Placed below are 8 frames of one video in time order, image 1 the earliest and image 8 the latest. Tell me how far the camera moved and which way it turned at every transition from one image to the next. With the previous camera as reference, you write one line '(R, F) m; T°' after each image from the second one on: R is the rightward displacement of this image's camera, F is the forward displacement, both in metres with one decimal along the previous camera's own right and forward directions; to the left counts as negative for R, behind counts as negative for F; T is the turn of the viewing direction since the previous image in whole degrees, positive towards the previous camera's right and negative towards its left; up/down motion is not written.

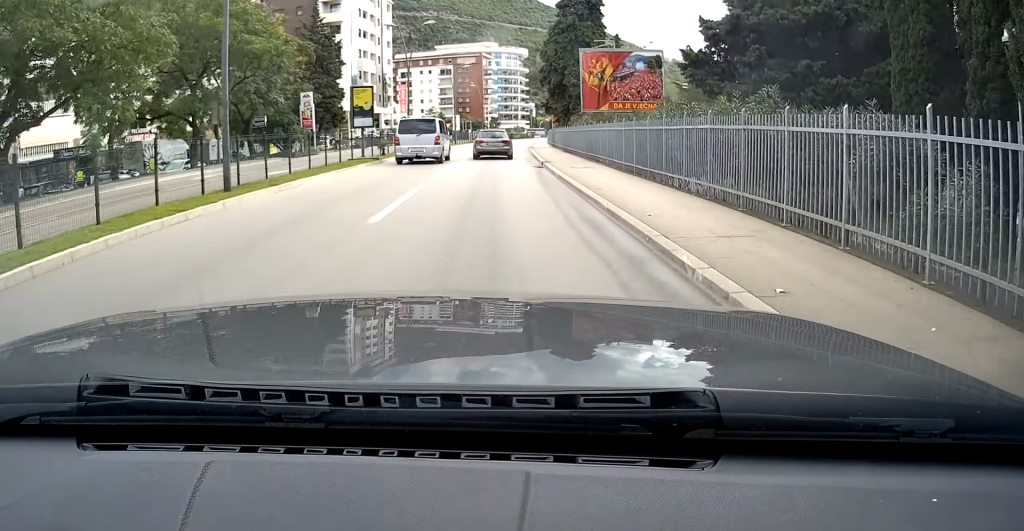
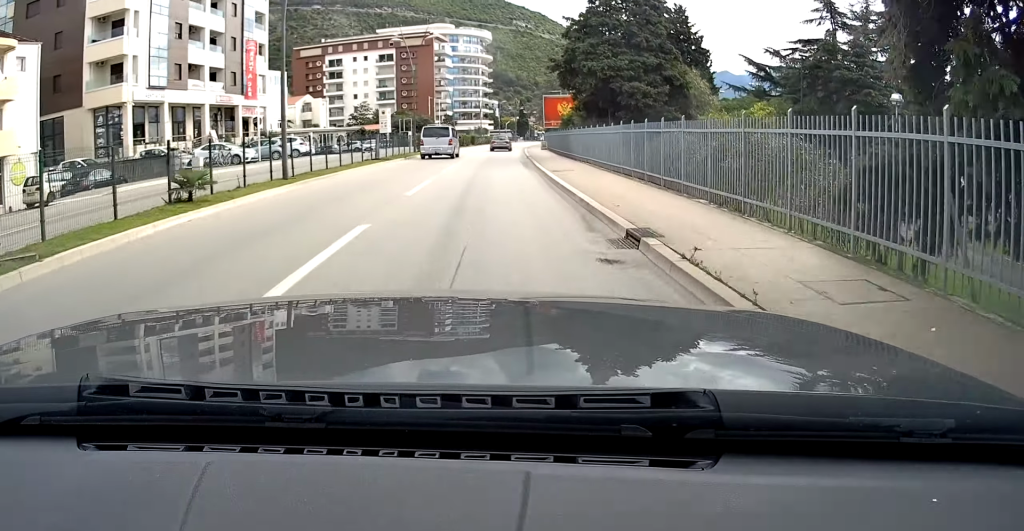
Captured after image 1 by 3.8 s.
(+0.7, +45.4) m; +3°
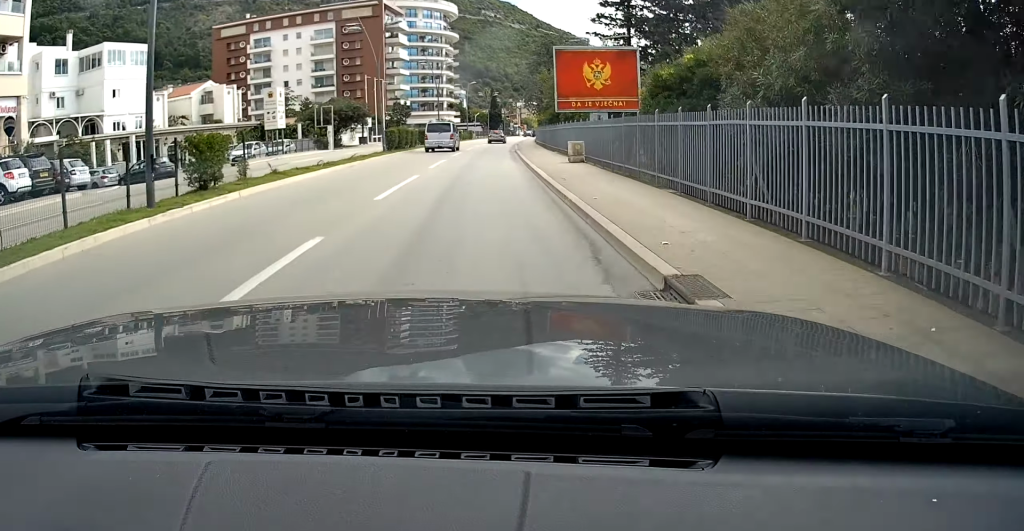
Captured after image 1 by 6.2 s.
(+0.9, +31.9) m; +3°
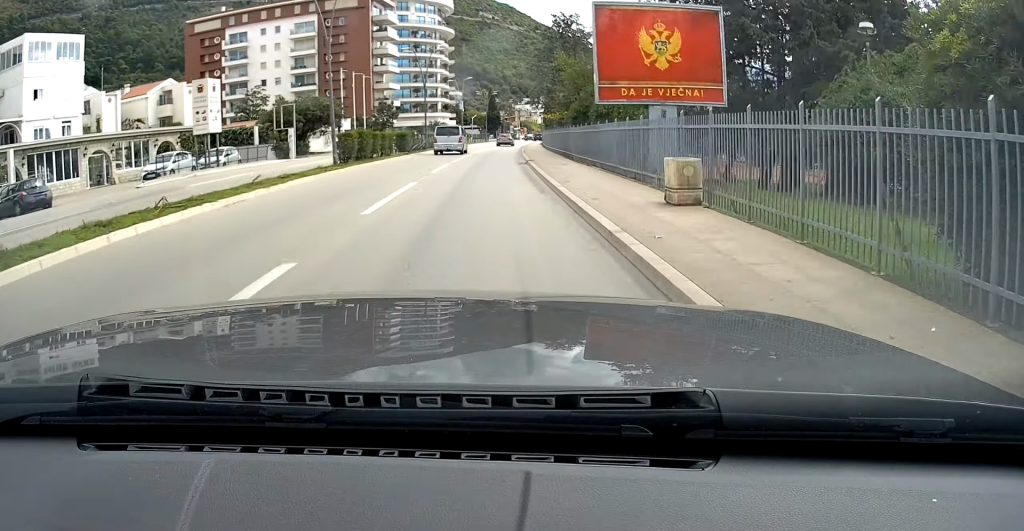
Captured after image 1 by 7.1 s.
(0.0, +11.4) m; +1°
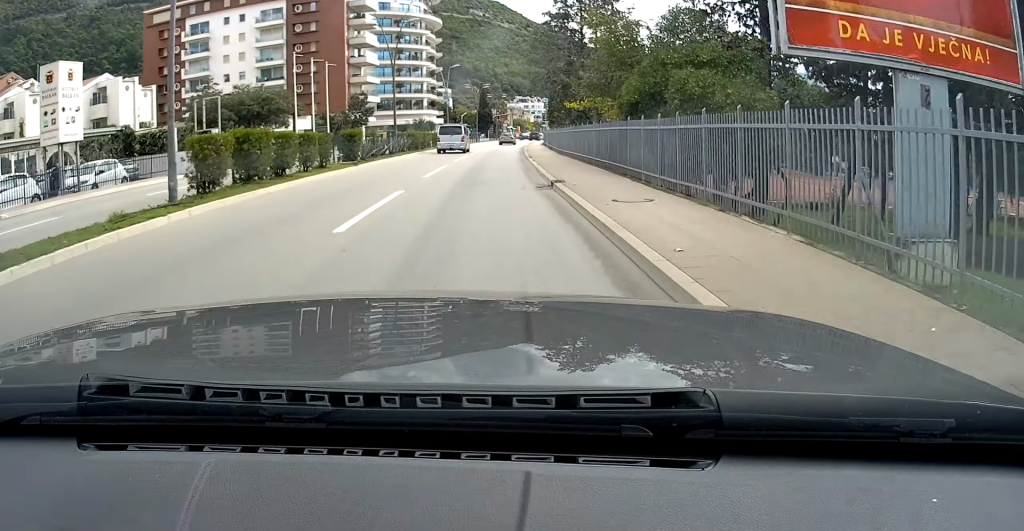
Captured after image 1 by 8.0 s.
(+0.2, +13.0) m; +1°
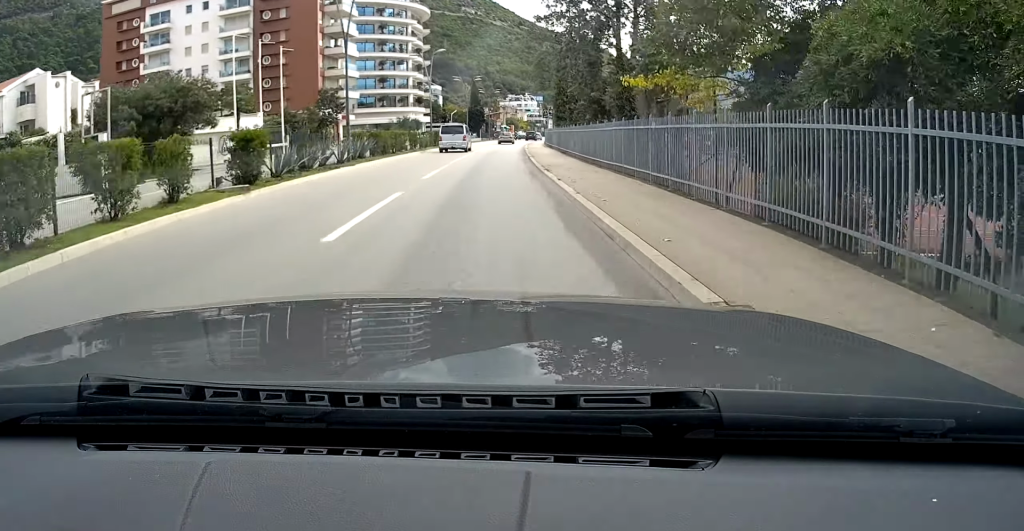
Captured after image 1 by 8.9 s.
(+0.1, +11.1) m; +1°
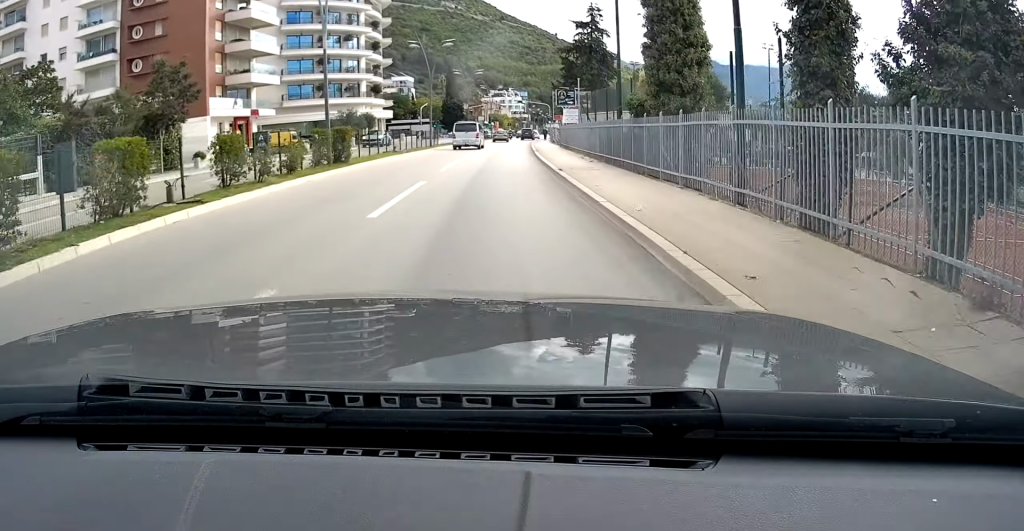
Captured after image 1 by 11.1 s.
(+0.2, +30.3) m; +2°
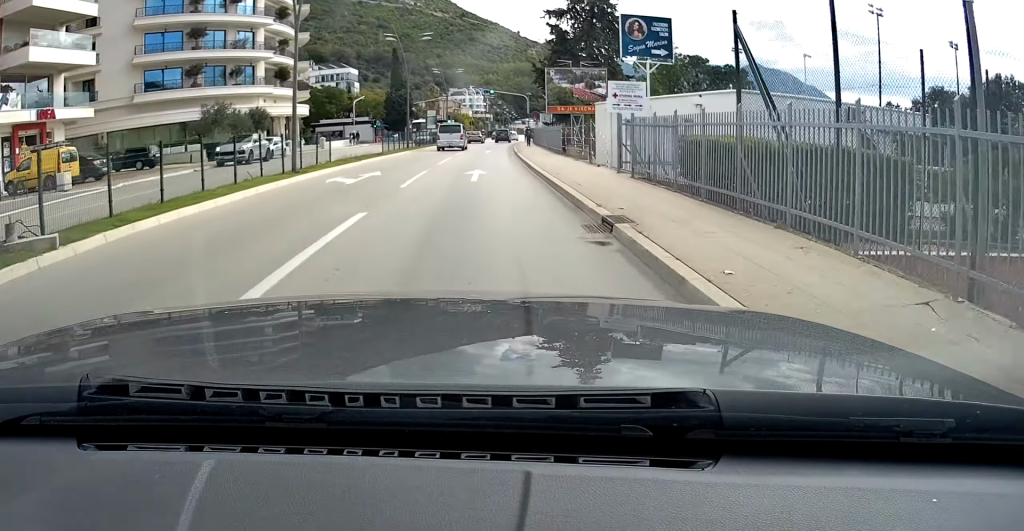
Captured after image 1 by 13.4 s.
(+0.7, +28.8) m; +2°
